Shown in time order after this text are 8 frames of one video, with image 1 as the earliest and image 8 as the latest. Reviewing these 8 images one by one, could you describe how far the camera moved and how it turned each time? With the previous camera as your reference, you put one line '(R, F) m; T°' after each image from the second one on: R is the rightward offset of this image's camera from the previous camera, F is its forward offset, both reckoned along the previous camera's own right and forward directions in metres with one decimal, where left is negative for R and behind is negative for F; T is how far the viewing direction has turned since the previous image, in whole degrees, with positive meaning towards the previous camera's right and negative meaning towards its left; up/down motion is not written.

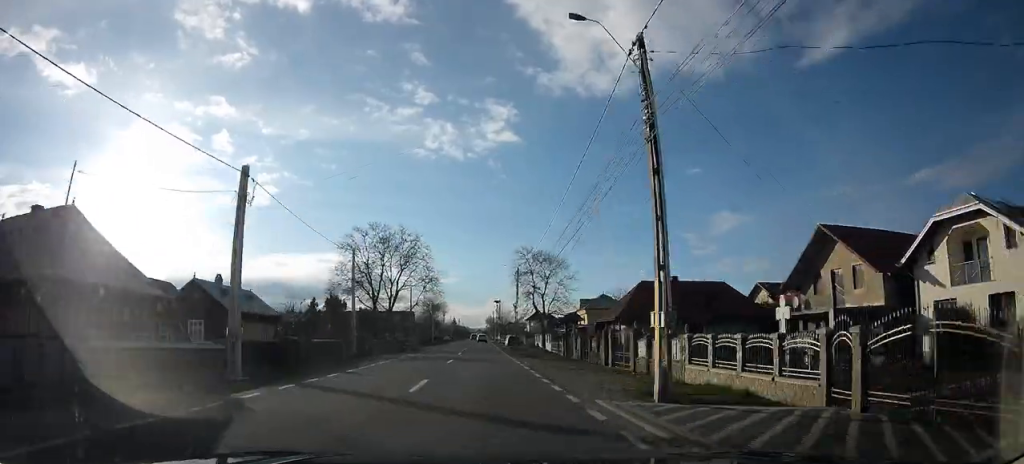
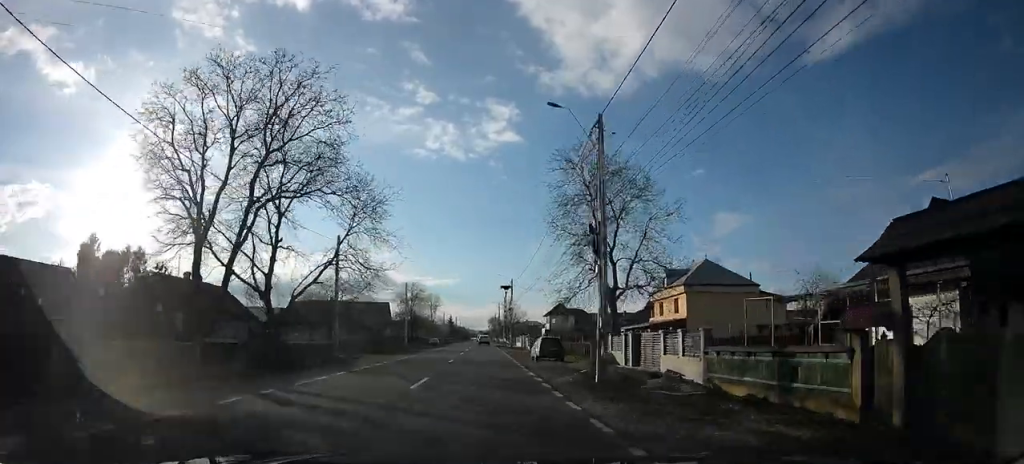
(-0.2, +34.6) m; 0°
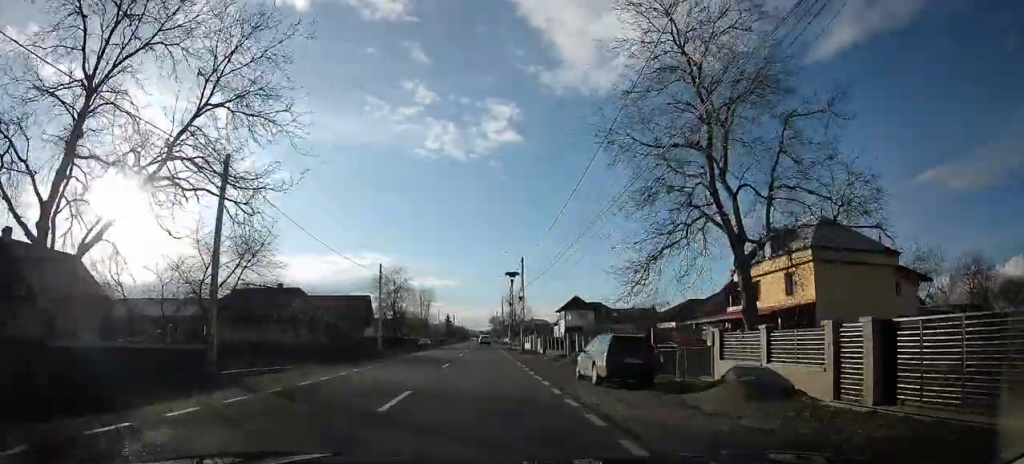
(-0.1, +15.6) m; 0°
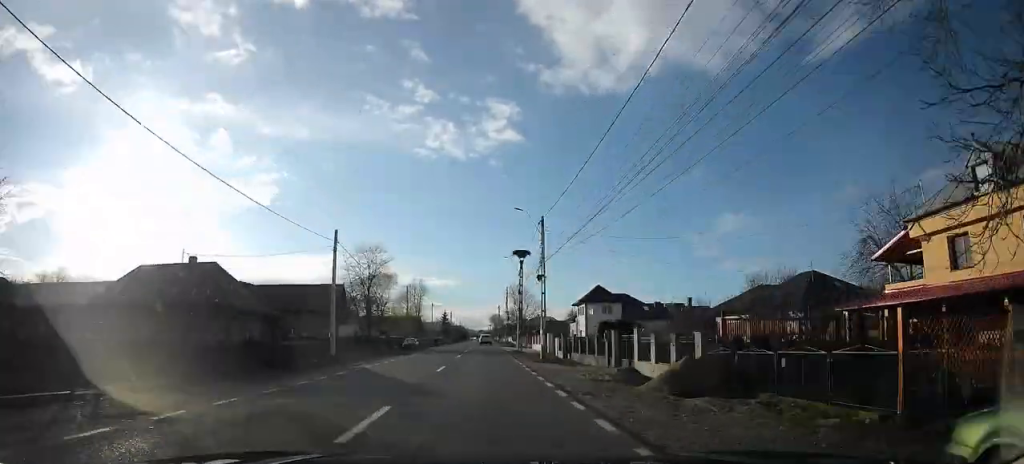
(0.0, +14.6) m; 0°
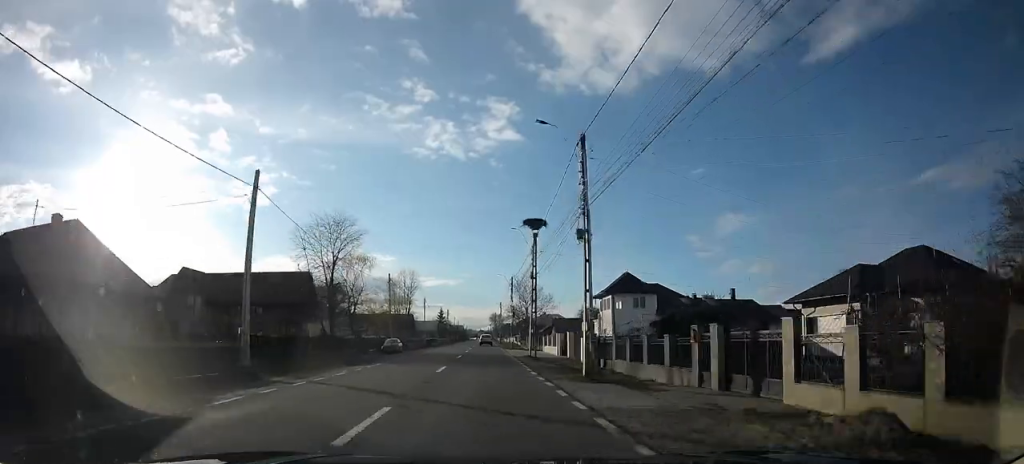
(+0.2, +12.2) m; 0°
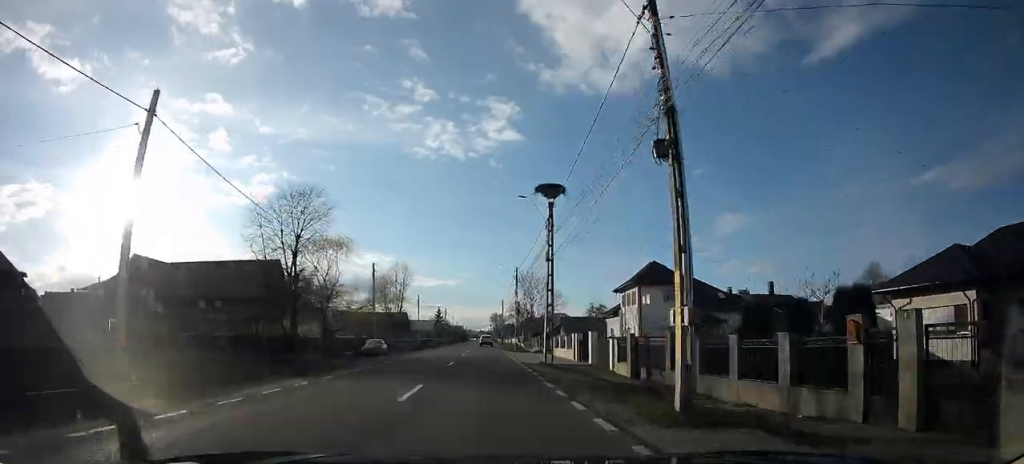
(0.0, +8.0) m; +1°
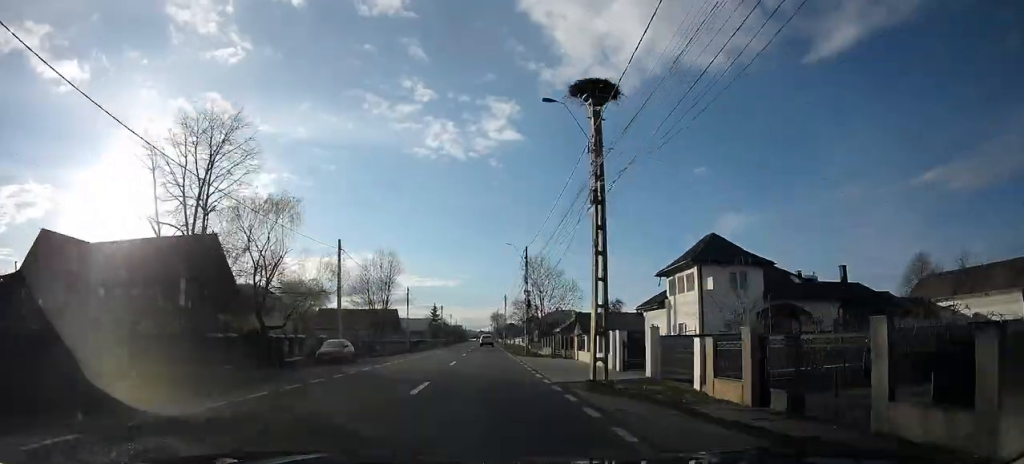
(-0.5, +11.2) m; +2°
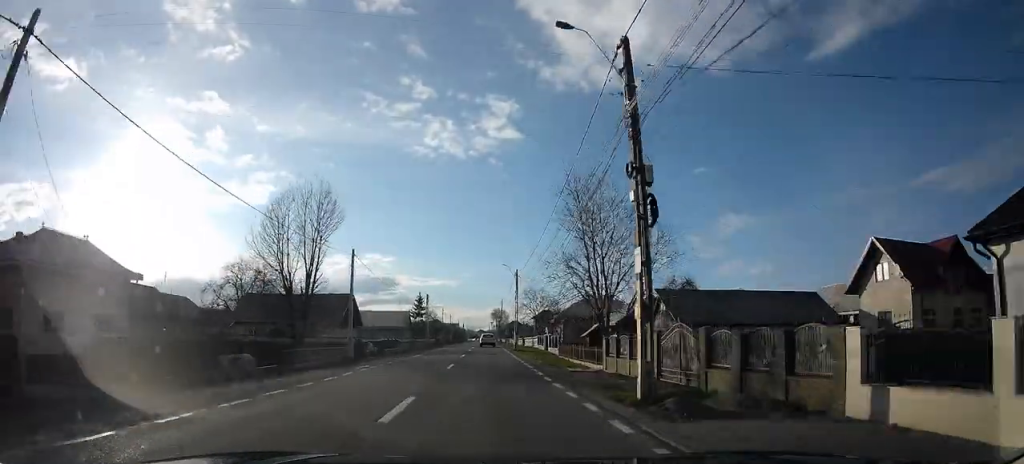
(+1.2, +27.9) m; -1°
